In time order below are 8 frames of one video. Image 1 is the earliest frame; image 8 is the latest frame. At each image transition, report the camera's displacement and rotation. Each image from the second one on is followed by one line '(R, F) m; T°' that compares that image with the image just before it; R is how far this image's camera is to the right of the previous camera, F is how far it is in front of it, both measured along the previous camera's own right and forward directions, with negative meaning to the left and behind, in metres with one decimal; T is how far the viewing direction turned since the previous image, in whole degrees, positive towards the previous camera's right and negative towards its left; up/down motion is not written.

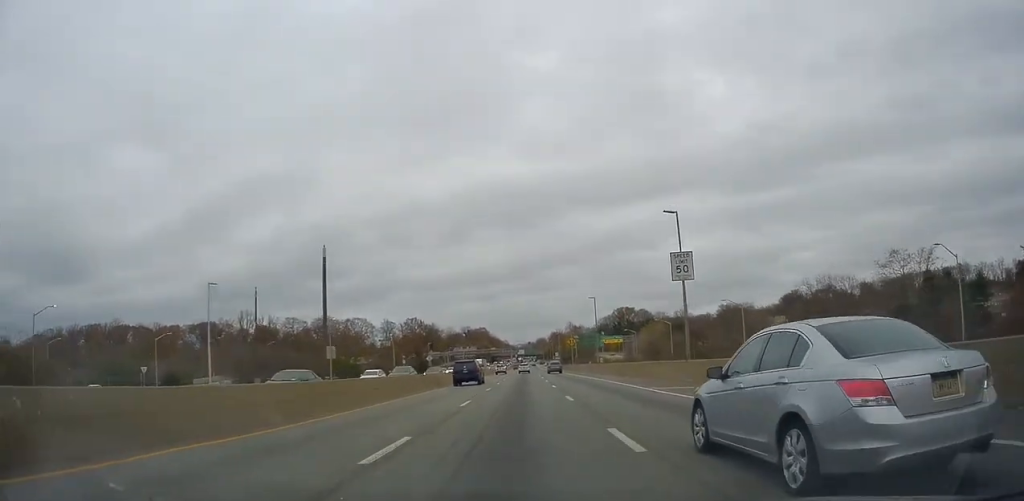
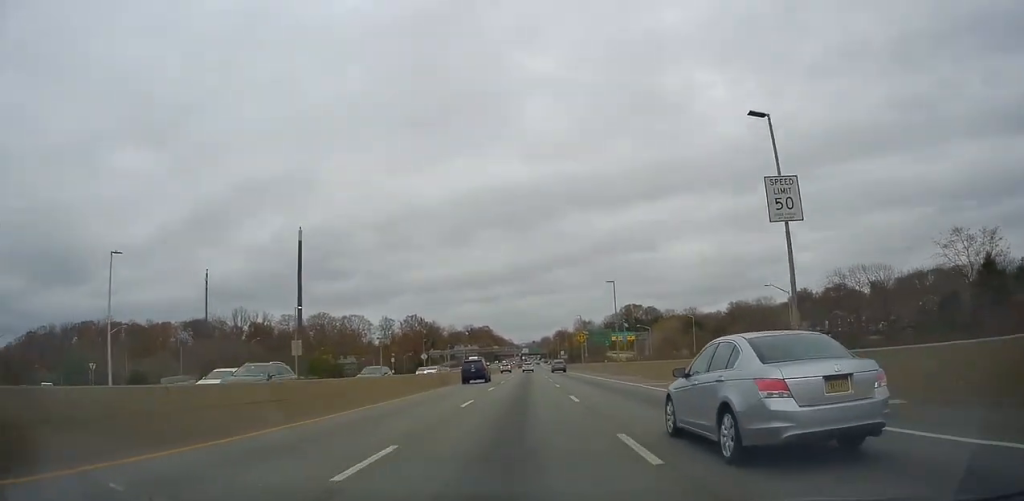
(0.0, +12.9) m; 0°
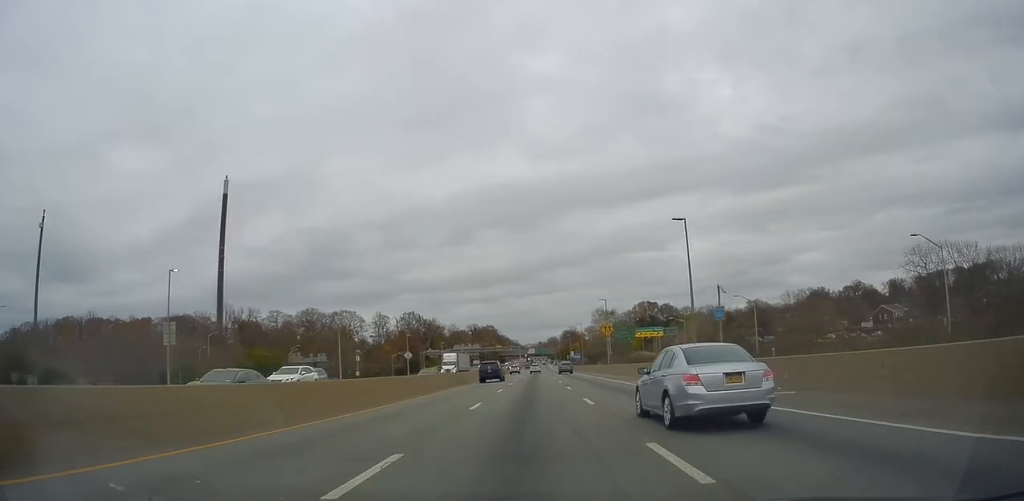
(+0.2, +25.6) m; 0°
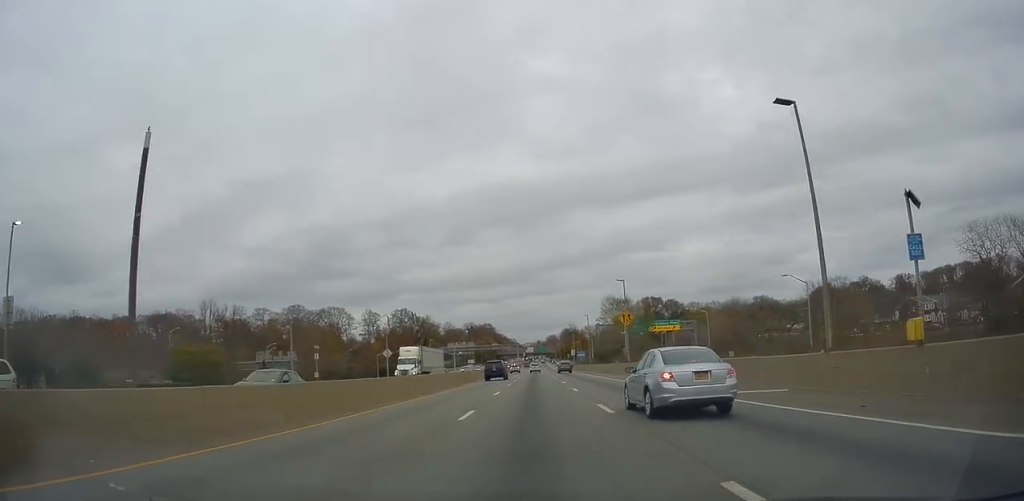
(-0.3, +15.7) m; 0°
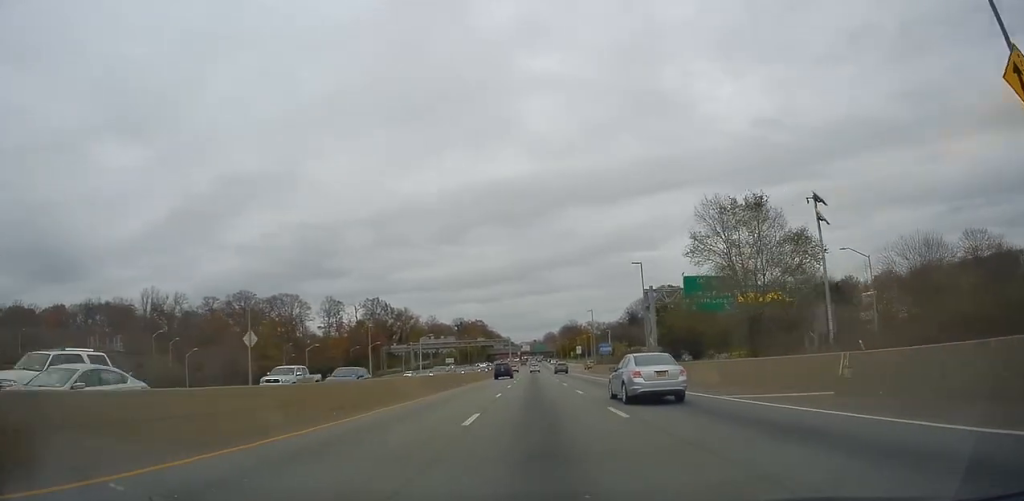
(-0.1, +50.3) m; -1°
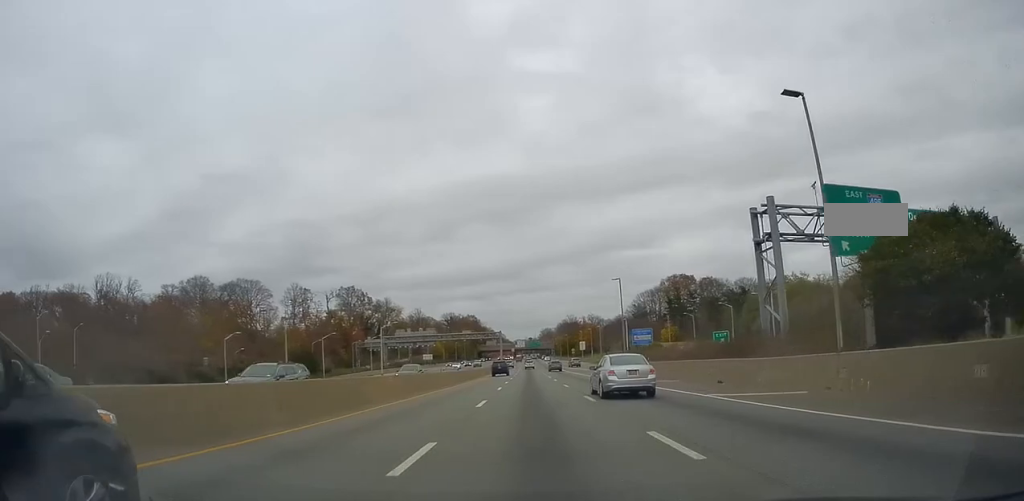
(+0.1, +30.9) m; 0°
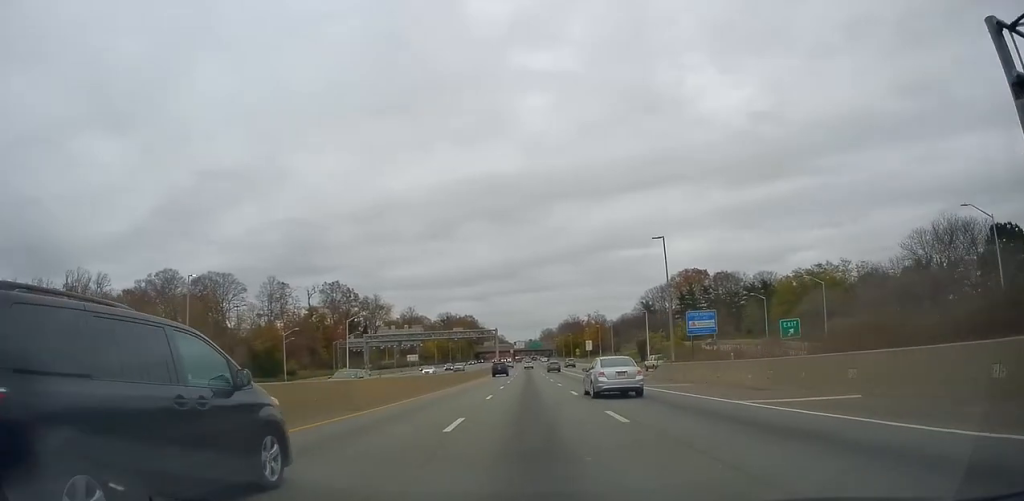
(-0.1, +18.9) m; 0°
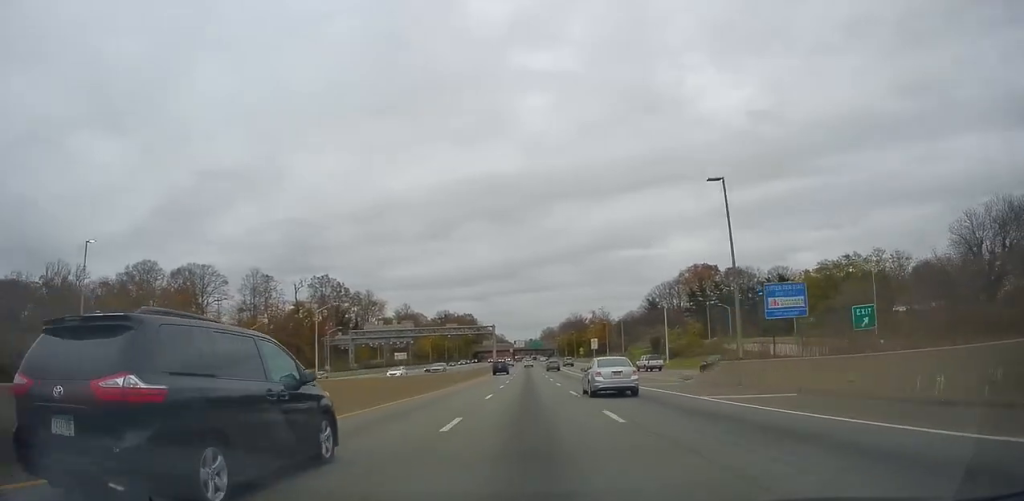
(-0.2, +12.0) m; +1°
